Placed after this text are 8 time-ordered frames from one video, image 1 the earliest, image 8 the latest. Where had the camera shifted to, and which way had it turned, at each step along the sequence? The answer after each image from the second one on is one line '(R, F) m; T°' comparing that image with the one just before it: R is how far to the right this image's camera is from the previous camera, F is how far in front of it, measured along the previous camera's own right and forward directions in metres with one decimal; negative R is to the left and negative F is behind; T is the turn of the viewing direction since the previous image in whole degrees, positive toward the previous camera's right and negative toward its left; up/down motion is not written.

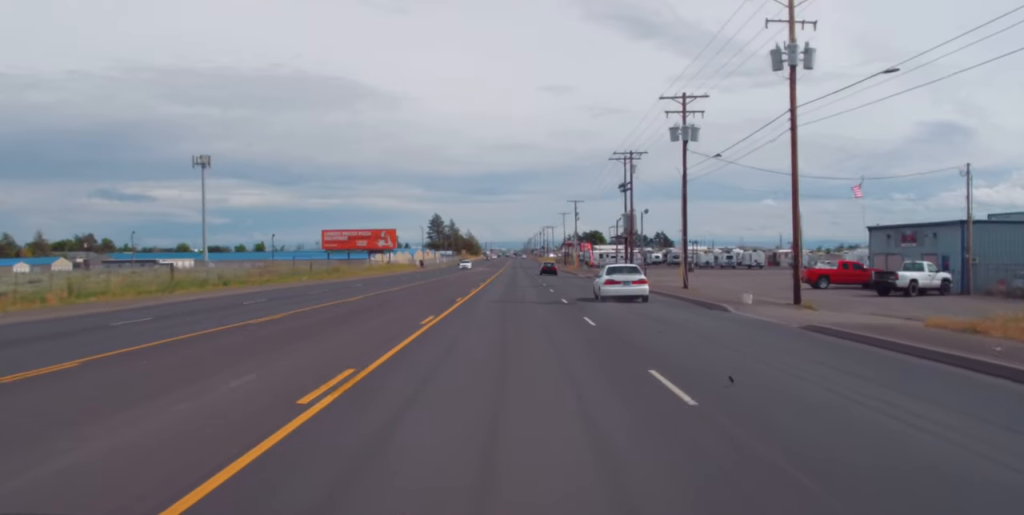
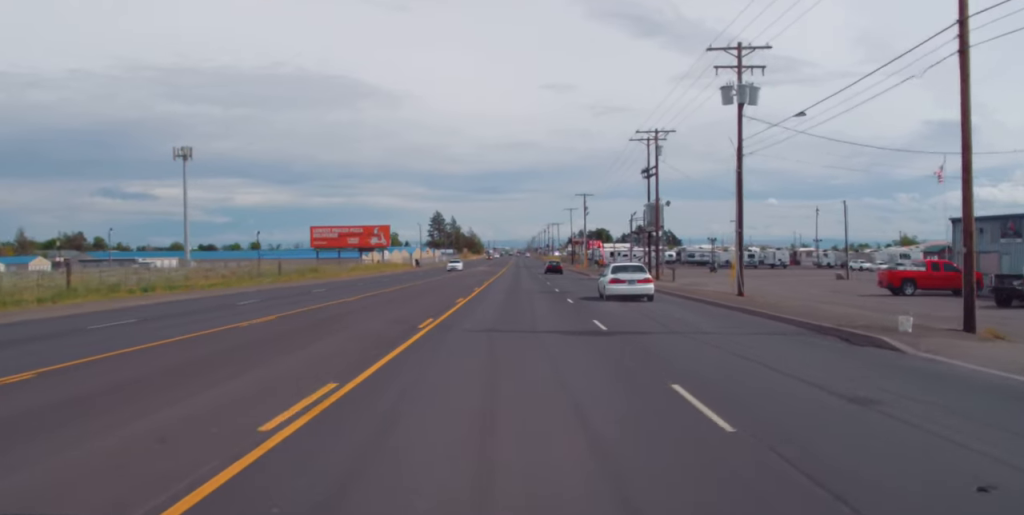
(0.0, +13.9) m; 0°
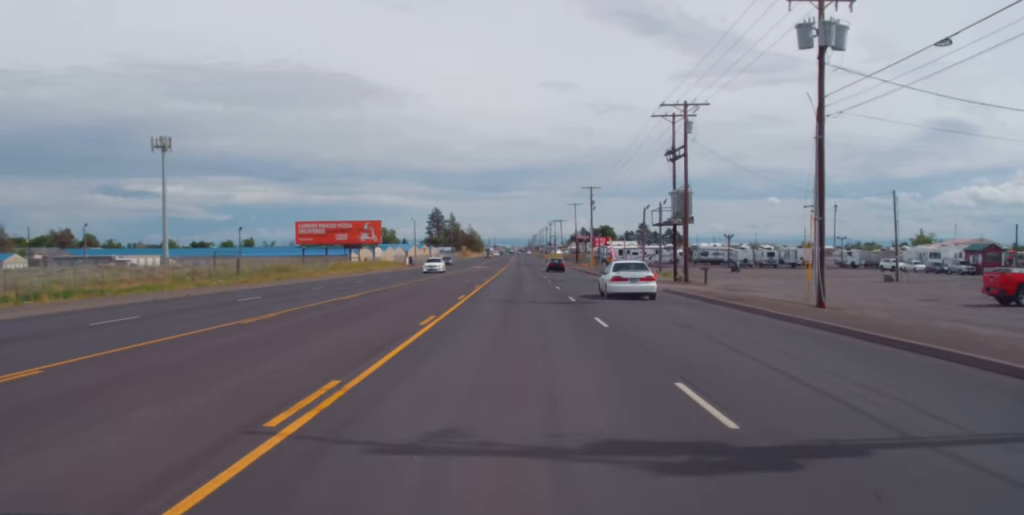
(+0.1, +12.3) m; -1°
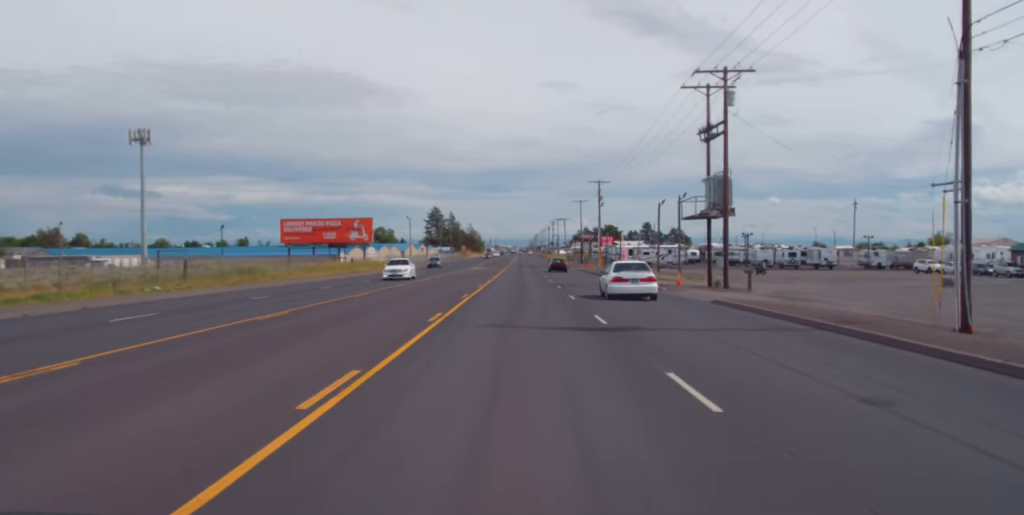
(-0.2, +11.3) m; 0°
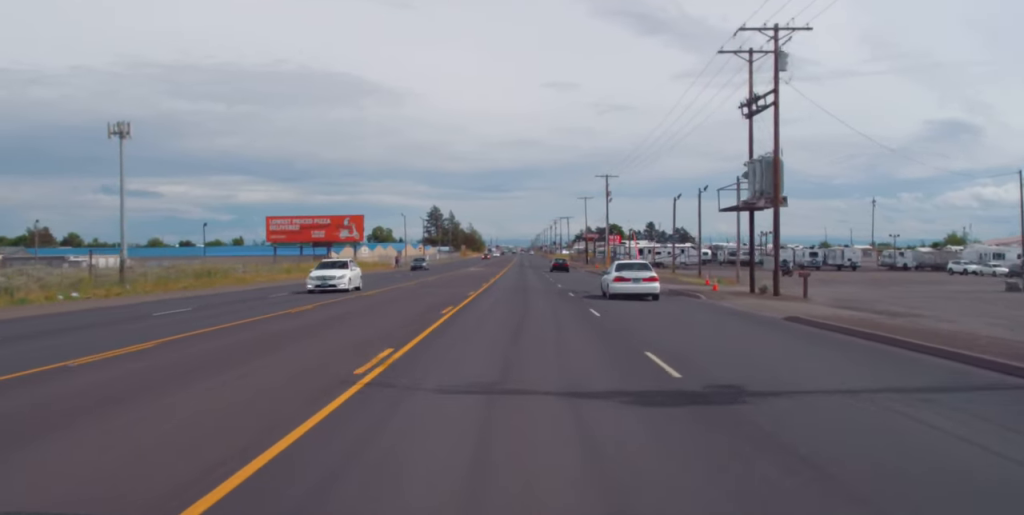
(-0.2, +9.6) m; 0°
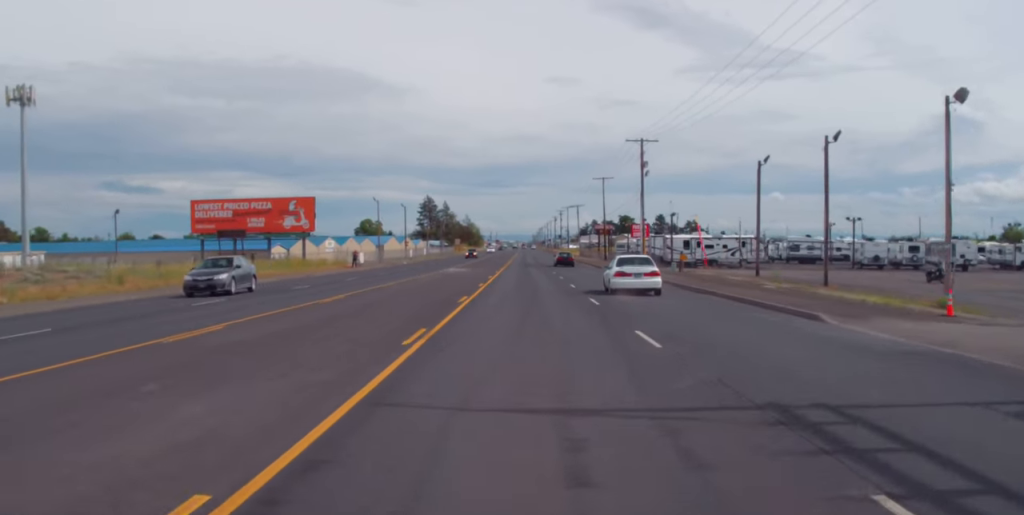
(+0.4, +32.5) m; 0°
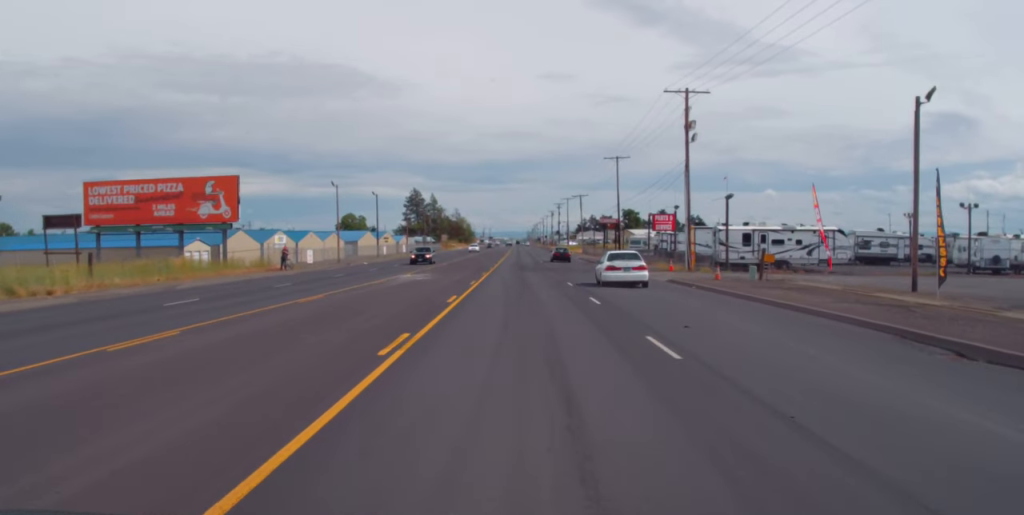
(-0.2, +26.0) m; 0°
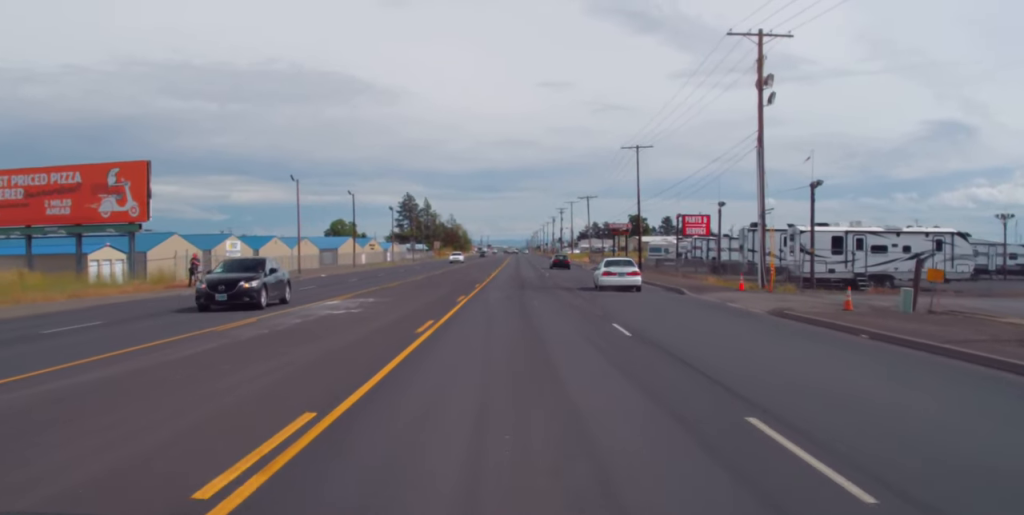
(+0.4, +19.5) m; +1°
